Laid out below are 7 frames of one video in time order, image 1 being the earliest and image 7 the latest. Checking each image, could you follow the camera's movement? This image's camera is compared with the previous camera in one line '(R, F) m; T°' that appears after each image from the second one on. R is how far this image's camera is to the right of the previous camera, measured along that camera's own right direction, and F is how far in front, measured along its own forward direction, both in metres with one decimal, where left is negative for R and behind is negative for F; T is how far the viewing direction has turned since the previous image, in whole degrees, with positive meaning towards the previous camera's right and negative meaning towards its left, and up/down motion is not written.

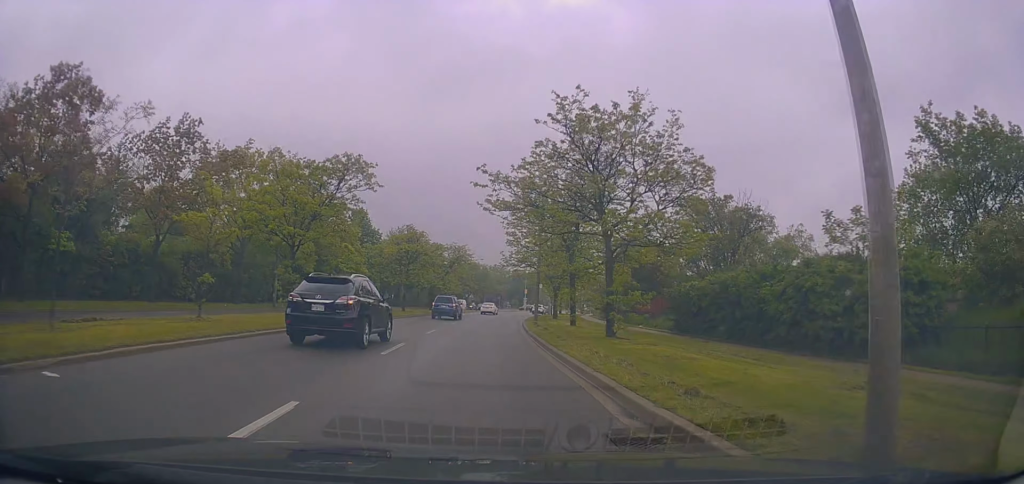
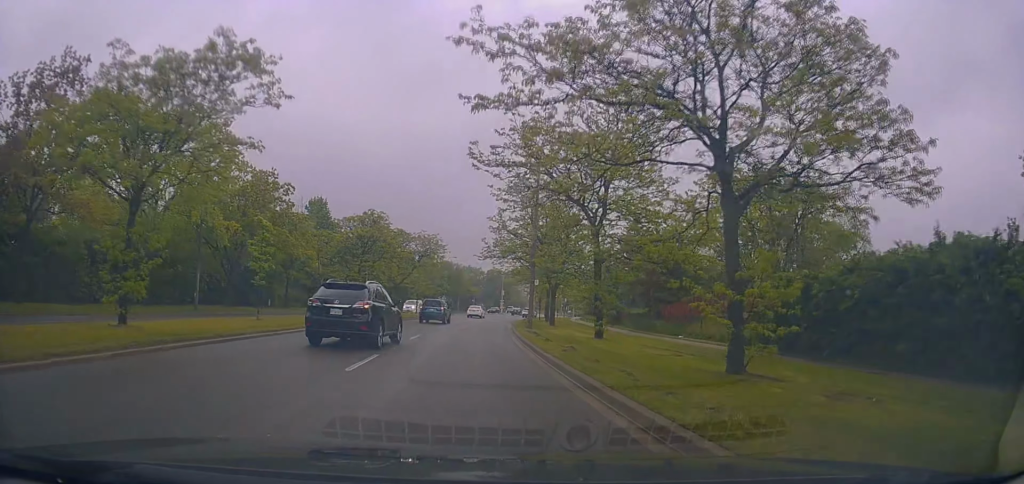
(+0.2, +11.2) m; +2°
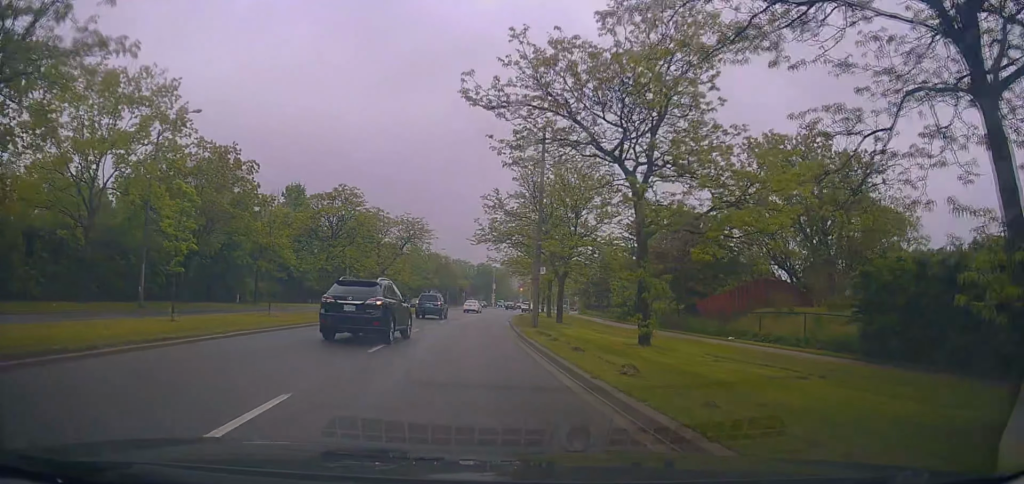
(-0.1, +6.6) m; +1°
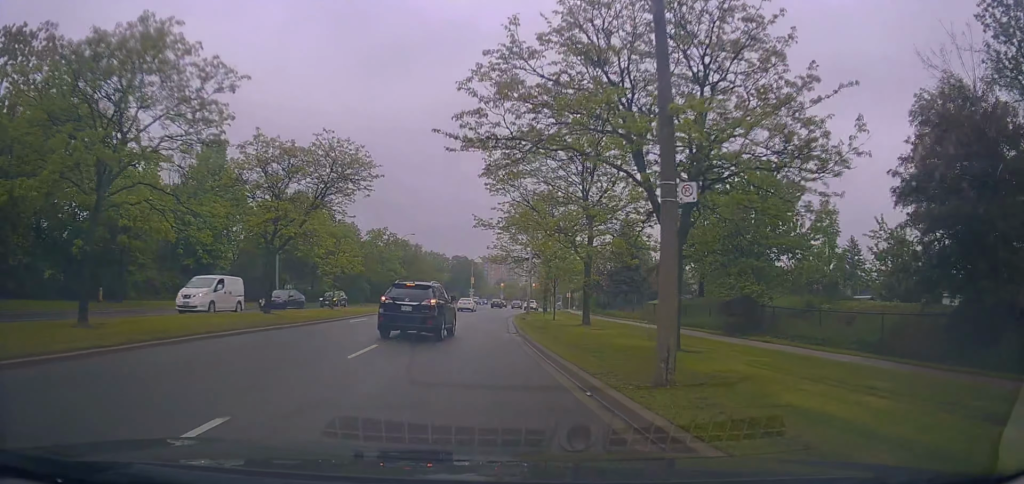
(+0.9, +19.6) m; +4°
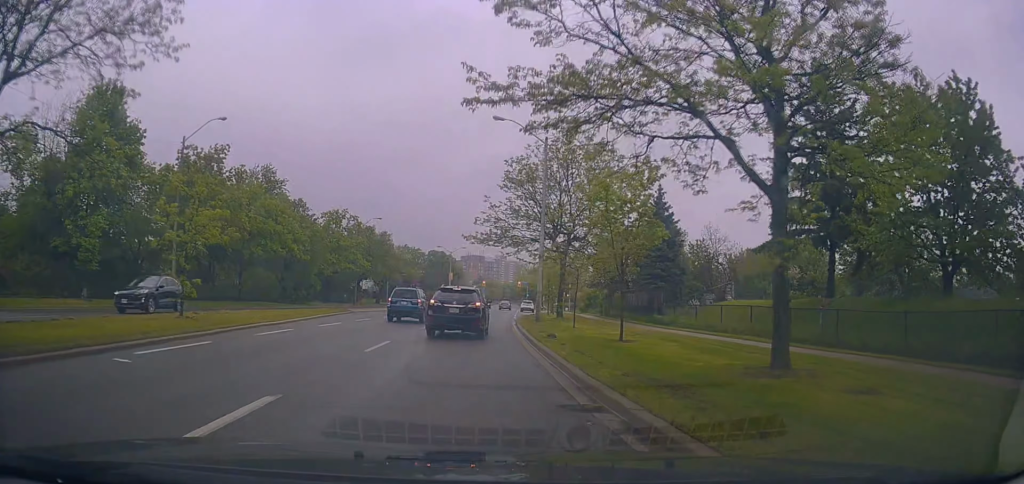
(+0.1, +16.3) m; +1°
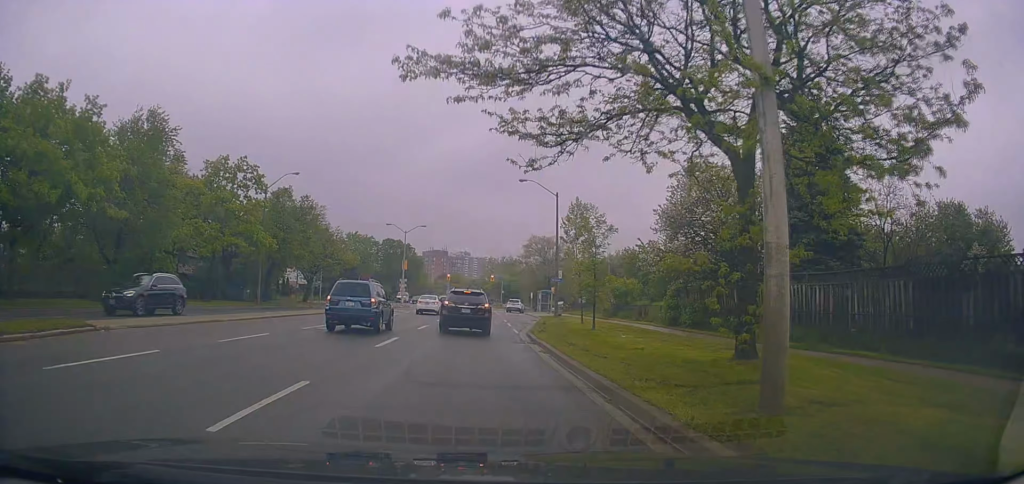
(+0.8, +26.3) m; +1°
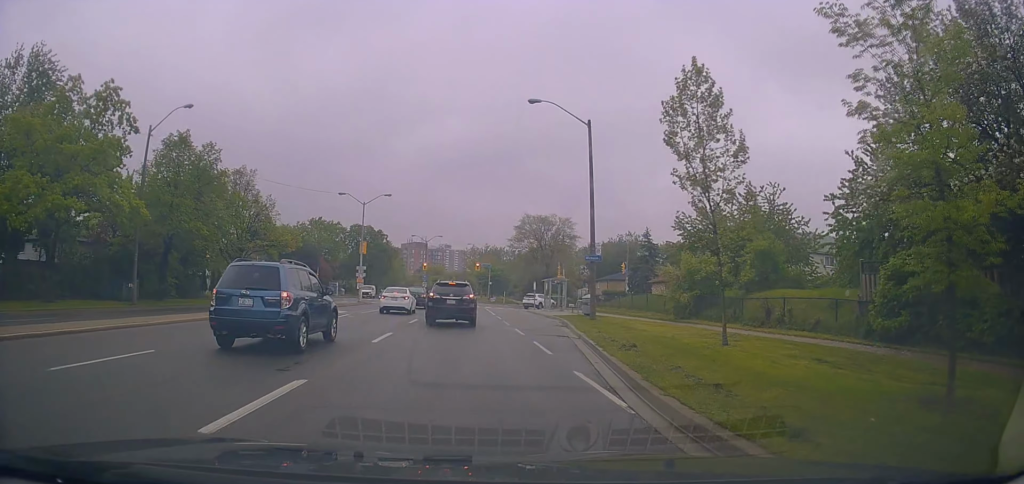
(+0.3, +18.7) m; +2°
